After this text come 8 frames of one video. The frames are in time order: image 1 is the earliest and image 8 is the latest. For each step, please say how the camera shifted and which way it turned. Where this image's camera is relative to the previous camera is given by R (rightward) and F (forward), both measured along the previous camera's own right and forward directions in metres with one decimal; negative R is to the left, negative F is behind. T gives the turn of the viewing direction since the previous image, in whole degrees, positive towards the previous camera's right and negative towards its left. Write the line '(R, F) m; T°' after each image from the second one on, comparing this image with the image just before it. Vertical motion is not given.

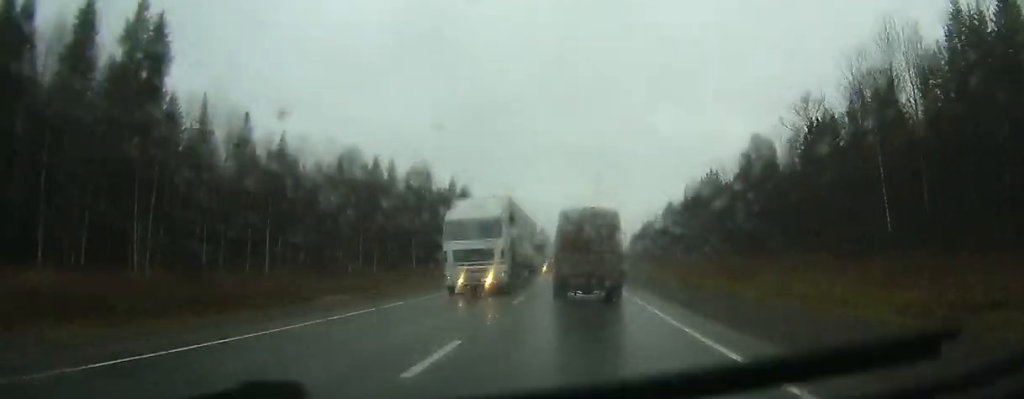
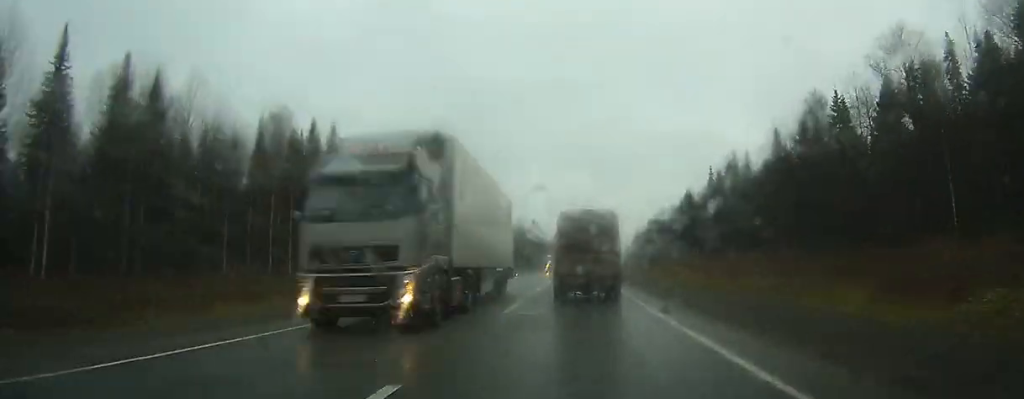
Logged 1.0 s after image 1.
(+0.2, +26.7) m; 0°
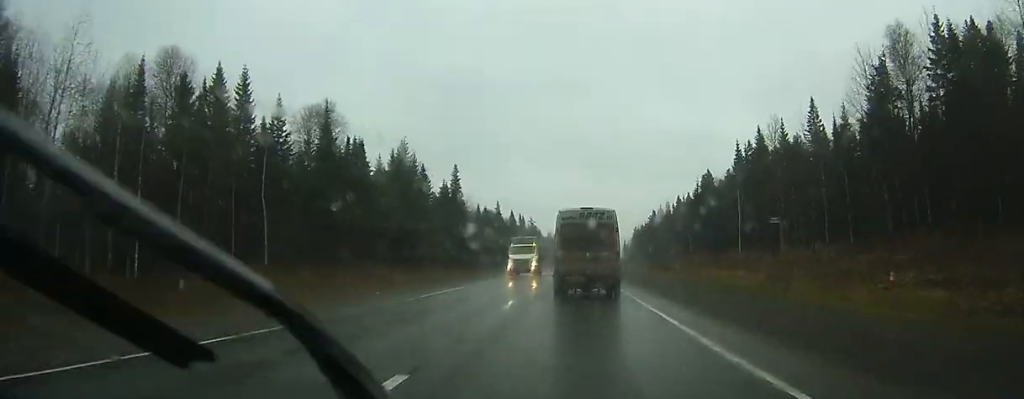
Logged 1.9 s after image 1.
(0.0, +23.1) m; 0°
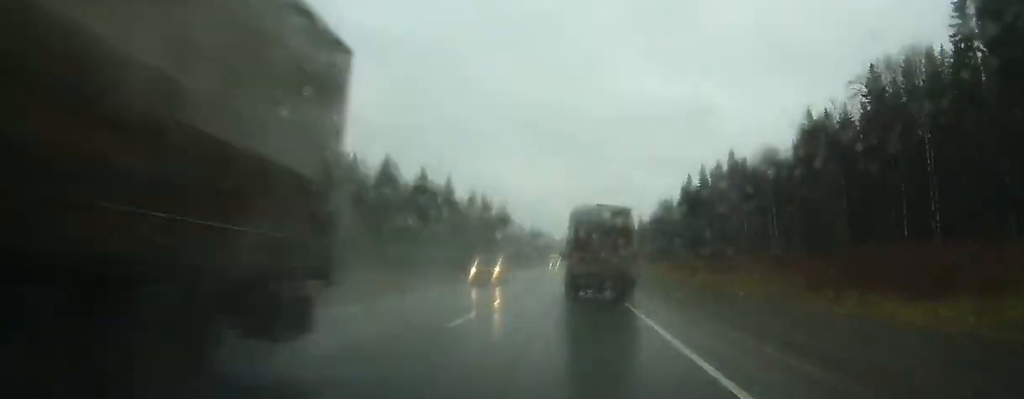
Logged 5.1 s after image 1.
(+1.4, +86.2) m; +2°
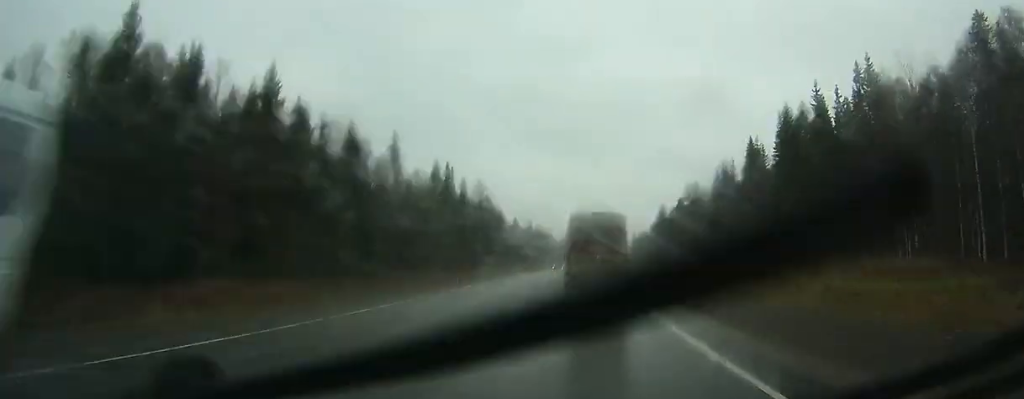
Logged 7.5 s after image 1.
(+0.4, +61.5) m; 0°
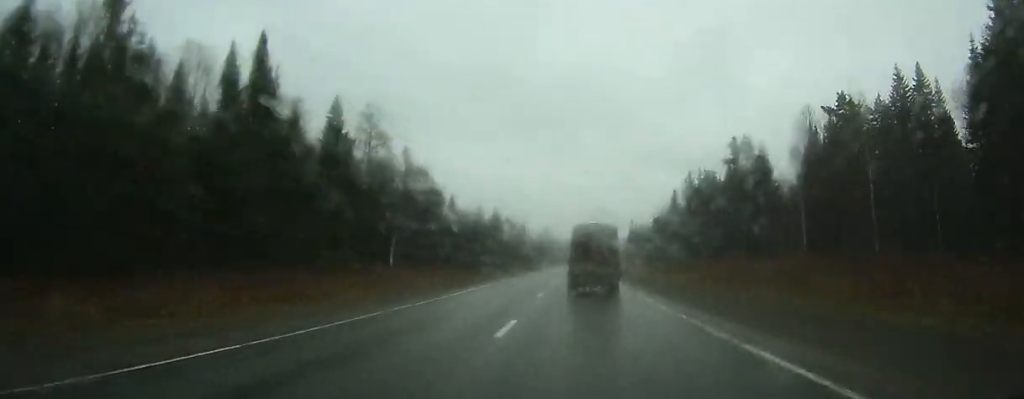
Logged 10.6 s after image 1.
(+0.7, +84.2) m; +1°
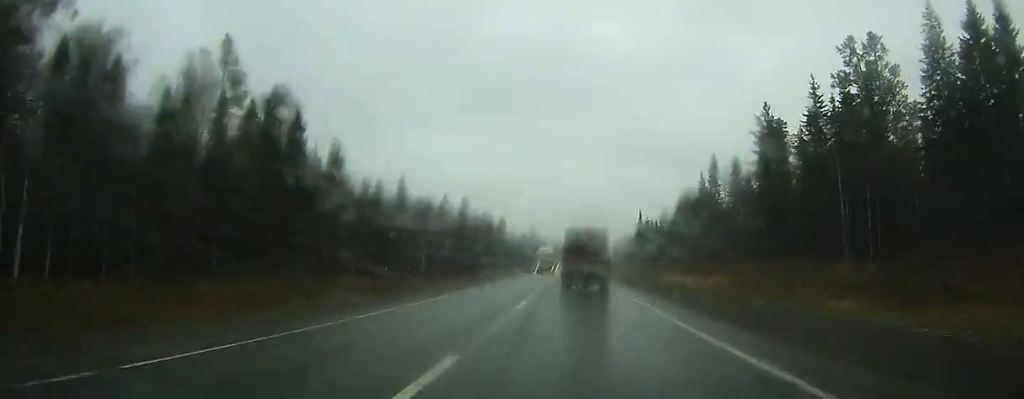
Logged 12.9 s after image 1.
(+0.9, +65.0) m; +1°
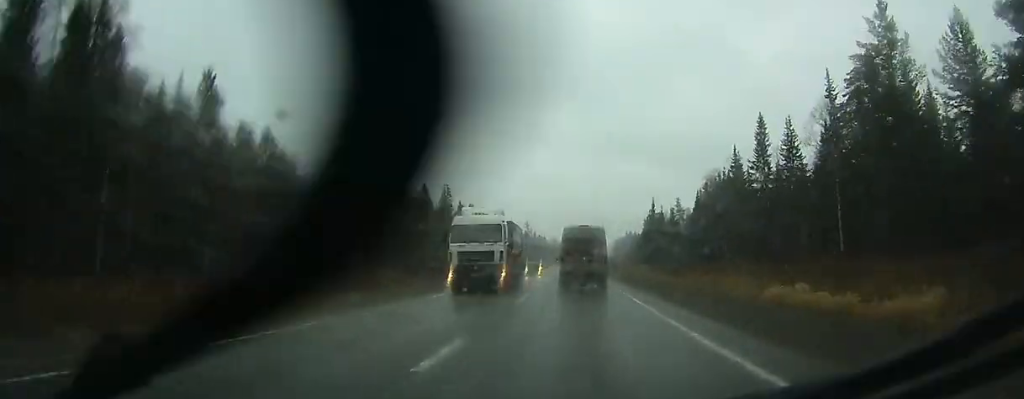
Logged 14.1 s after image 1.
(+0.2, +34.2) m; 0°
